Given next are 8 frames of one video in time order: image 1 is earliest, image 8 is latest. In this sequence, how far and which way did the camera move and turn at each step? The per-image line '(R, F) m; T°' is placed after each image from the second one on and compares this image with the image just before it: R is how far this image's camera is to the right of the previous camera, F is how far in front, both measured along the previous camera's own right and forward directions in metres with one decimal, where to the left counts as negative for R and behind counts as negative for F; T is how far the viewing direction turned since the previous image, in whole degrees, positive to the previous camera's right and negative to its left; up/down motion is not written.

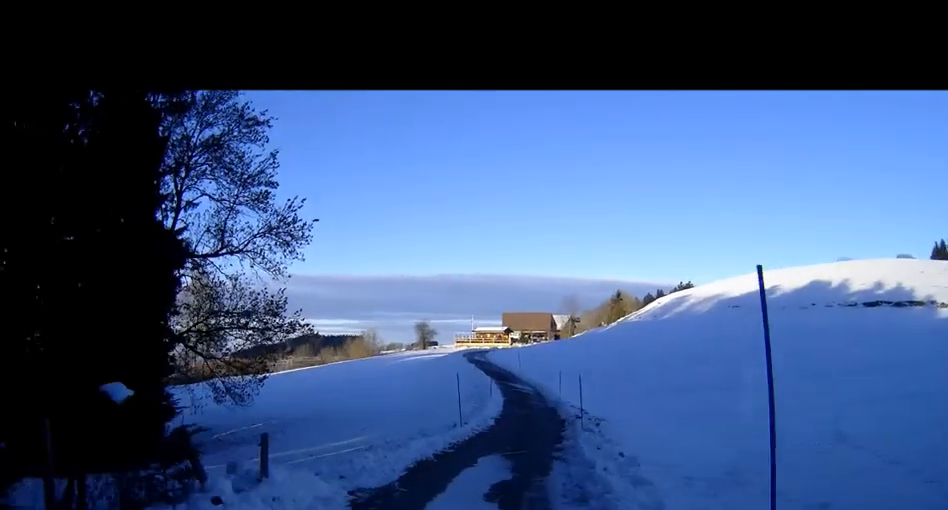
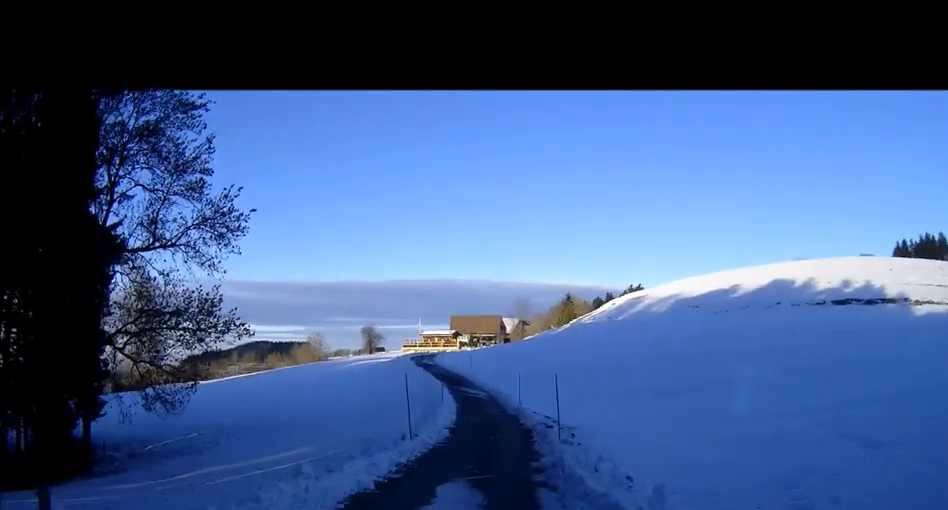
(+0.2, +3.7) m; +3°
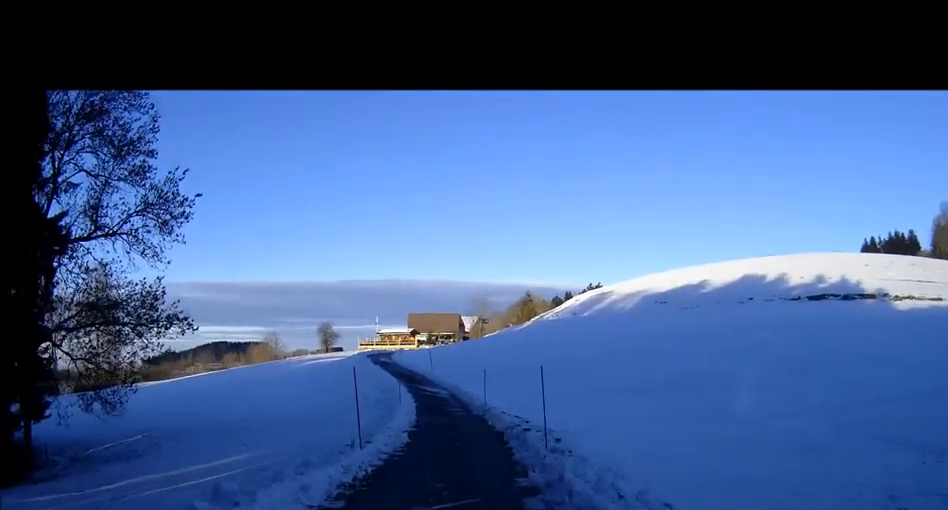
(+0.1, +3.3) m; +2°
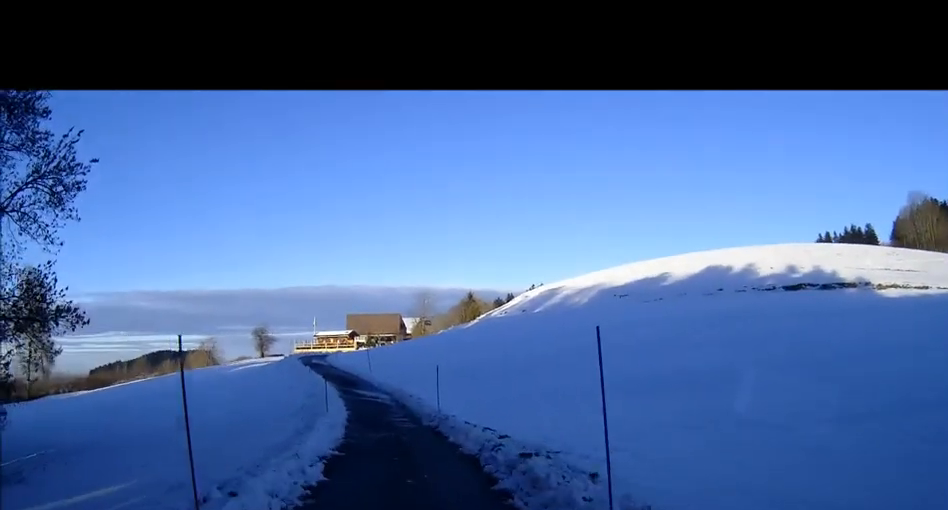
(+0.3, +7.5) m; +3°
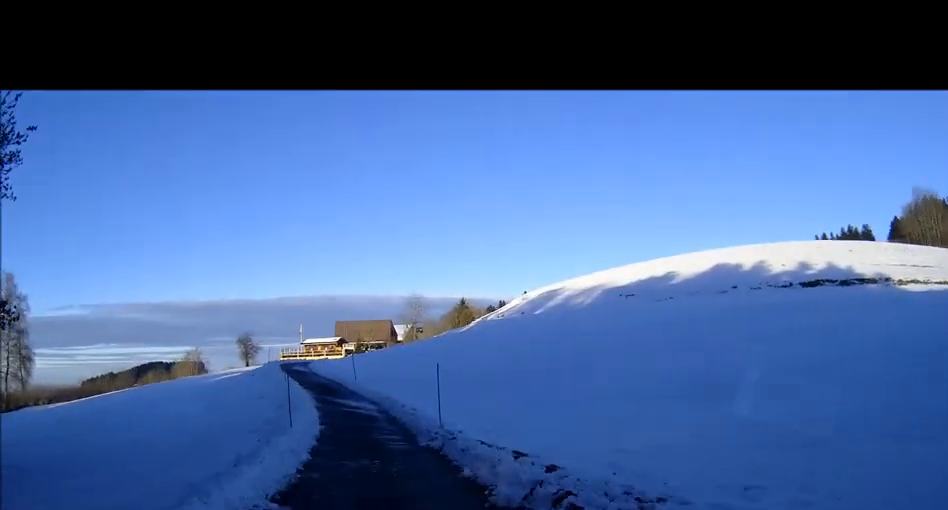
(+0.1, +6.0) m; +1°
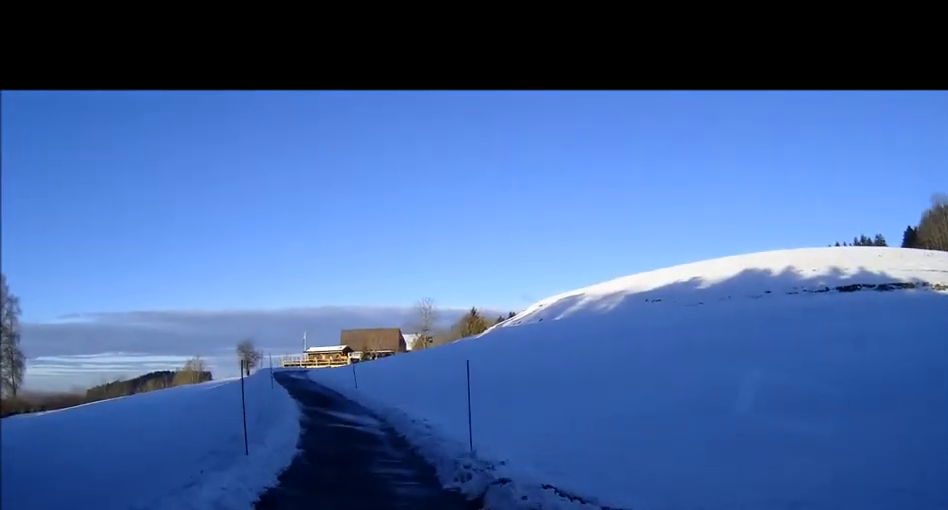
(0.0, +6.0) m; 0°
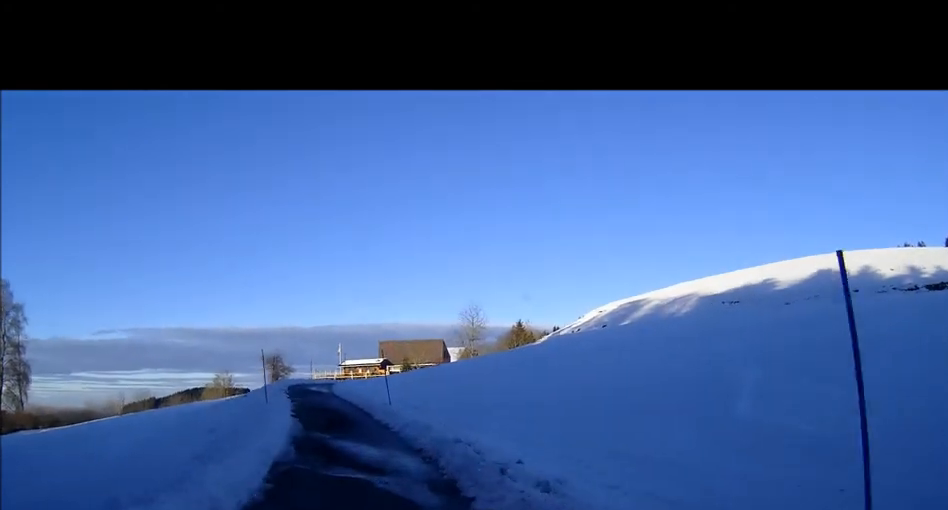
(0.0, +9.6) m; -2°
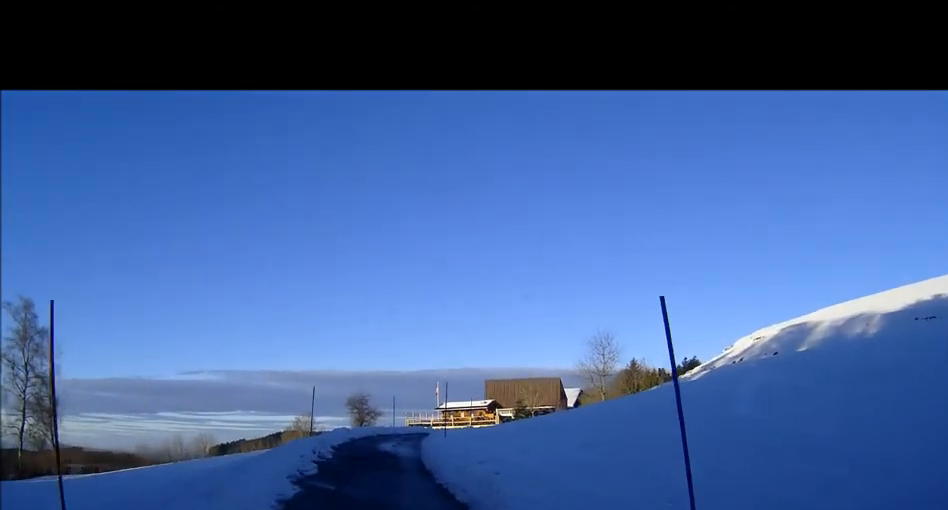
(-1.4, +17.2) m; -10°
